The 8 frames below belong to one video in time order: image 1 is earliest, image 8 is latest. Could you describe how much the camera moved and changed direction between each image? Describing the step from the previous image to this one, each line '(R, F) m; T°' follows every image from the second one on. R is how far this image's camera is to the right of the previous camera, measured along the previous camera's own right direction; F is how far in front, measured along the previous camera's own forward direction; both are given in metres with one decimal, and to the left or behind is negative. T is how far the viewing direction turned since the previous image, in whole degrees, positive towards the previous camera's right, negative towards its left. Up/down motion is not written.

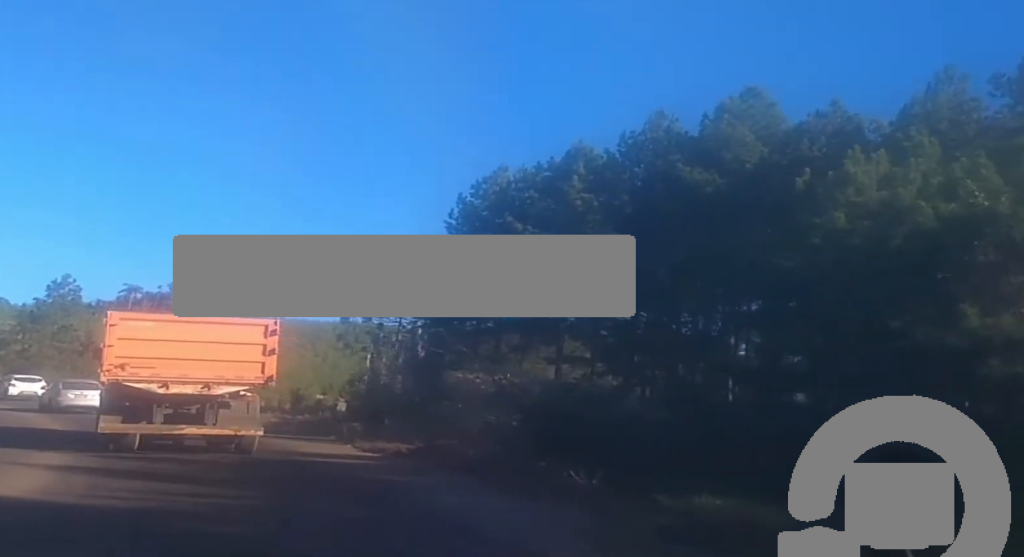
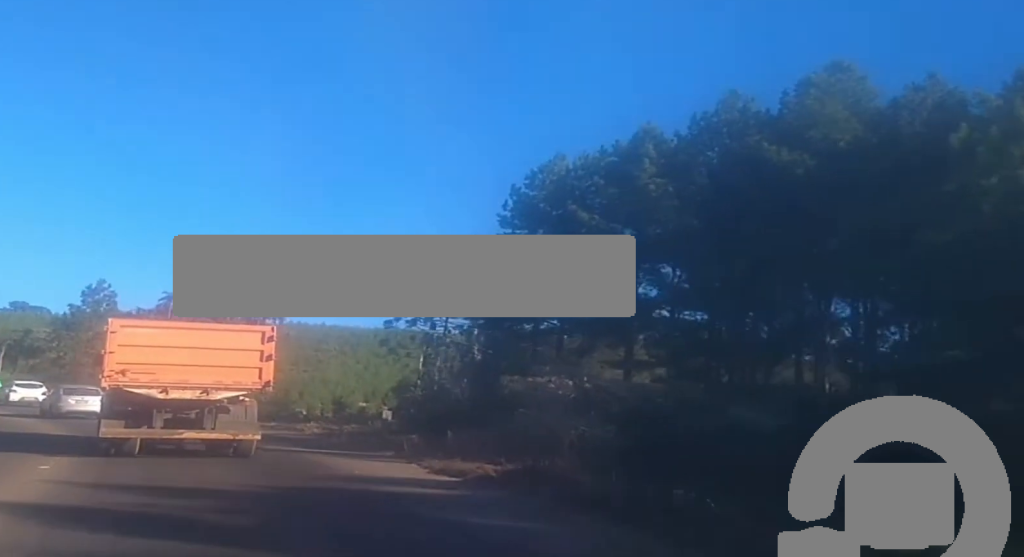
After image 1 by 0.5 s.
(+0.3, +4.4) m; -1°
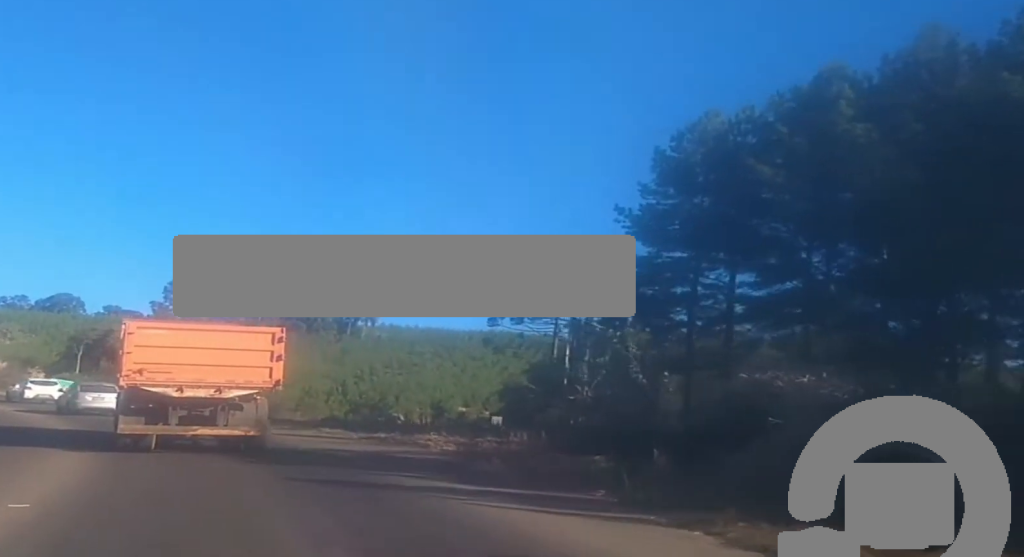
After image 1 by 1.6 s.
(-0.7, +8.9) m; -5°
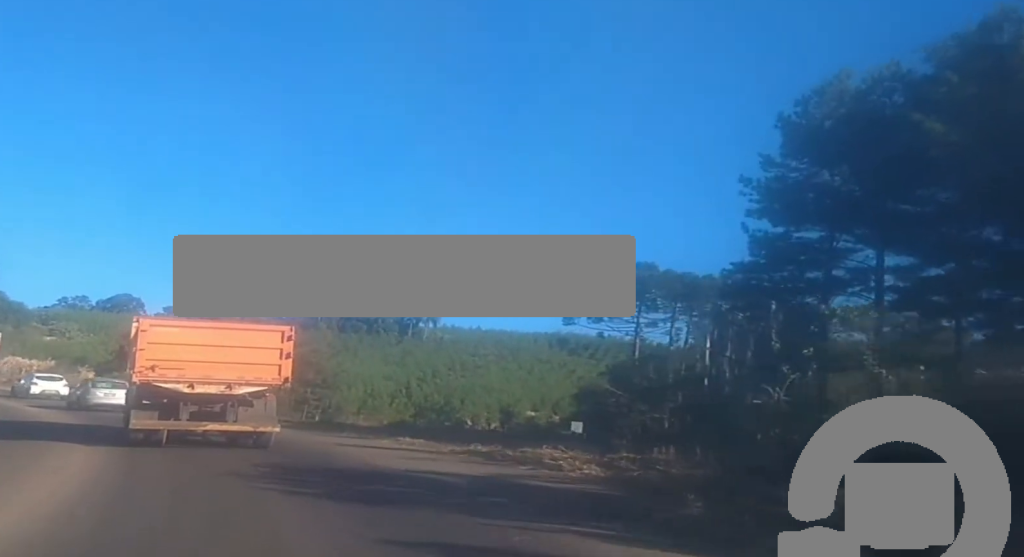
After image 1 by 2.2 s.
(0.0, +5.8) m; -3°
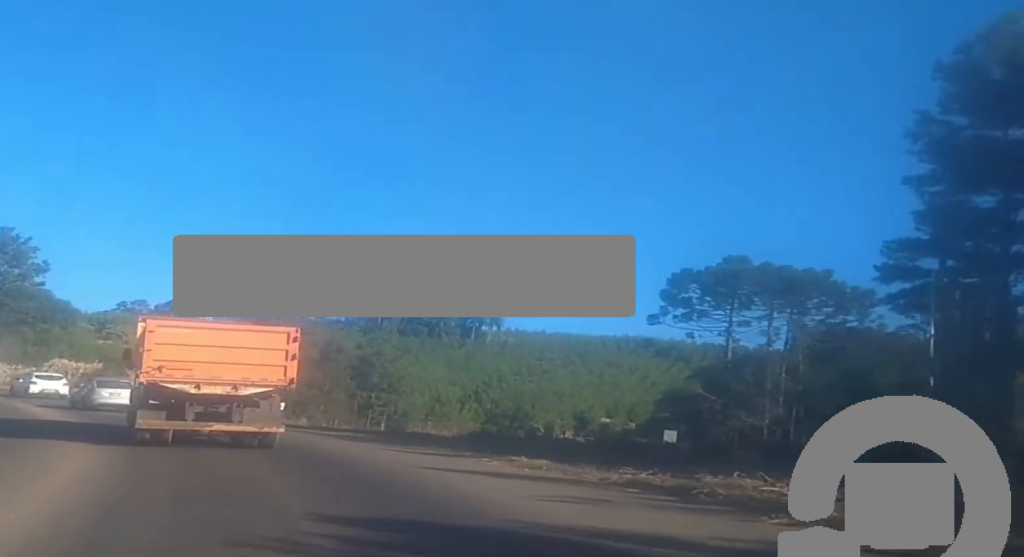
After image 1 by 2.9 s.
(-0.2, +6.9) m; -4°
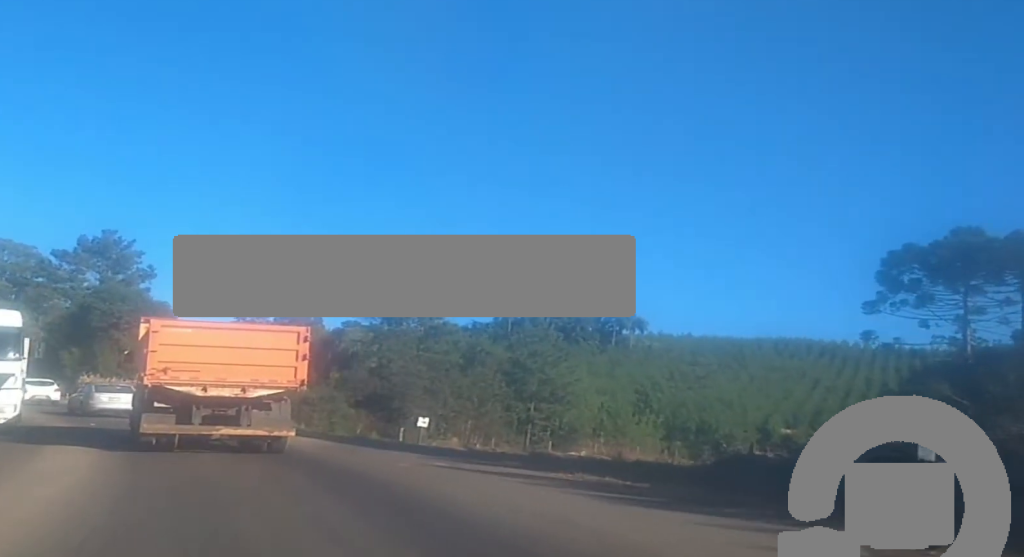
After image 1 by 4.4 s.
(-1.2, +14.3) m; -6°
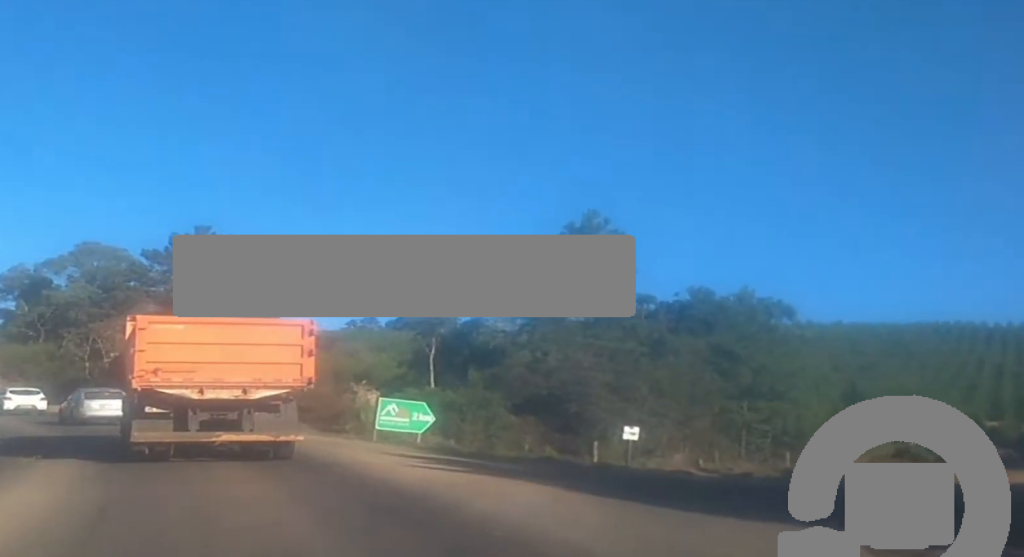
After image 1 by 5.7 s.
(-0.3, +14.1) m; -8°
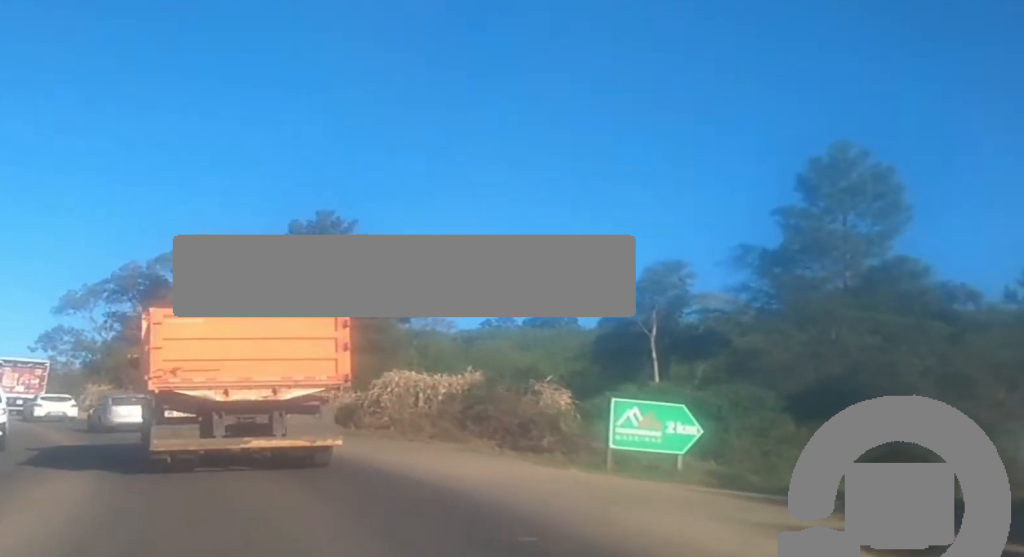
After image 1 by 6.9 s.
(-1.4, +12.3) m; -7°
